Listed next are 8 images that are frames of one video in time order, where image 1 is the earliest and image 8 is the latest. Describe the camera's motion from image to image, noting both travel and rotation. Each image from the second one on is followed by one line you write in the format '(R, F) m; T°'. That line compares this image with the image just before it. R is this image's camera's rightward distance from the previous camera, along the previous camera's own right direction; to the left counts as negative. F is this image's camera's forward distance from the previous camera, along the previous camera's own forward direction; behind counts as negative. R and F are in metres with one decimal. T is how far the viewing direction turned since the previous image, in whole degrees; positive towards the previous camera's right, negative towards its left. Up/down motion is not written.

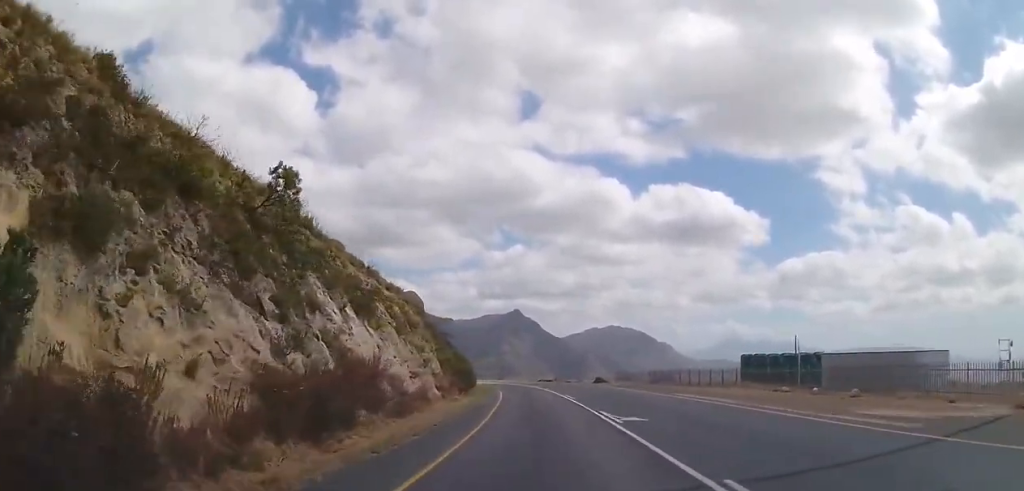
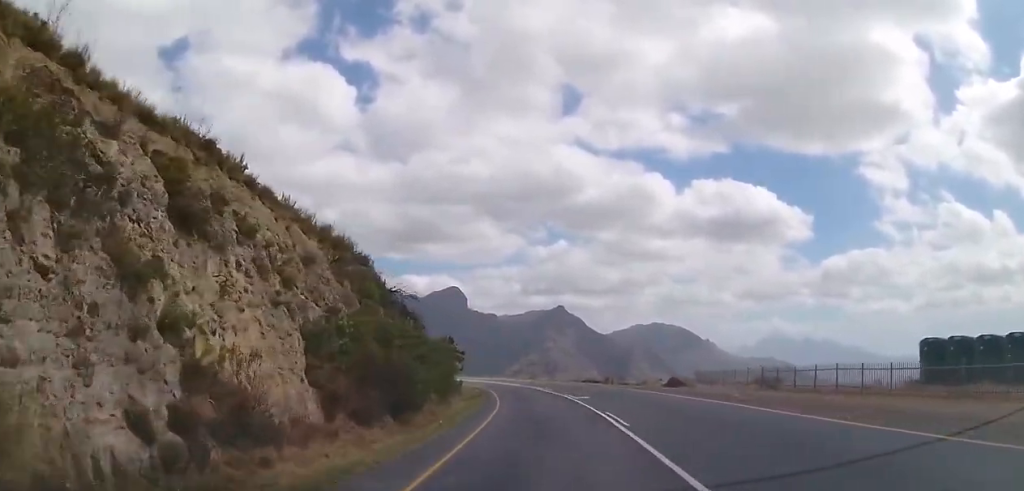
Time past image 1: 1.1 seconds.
(-1.0, +24.9) m; -5°
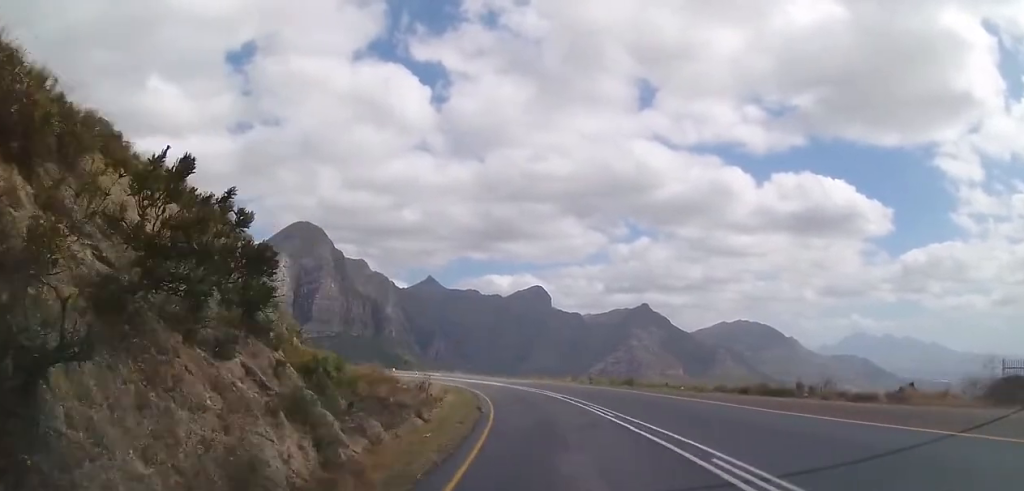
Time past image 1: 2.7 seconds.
(-2.0, +32.5) m; -8°
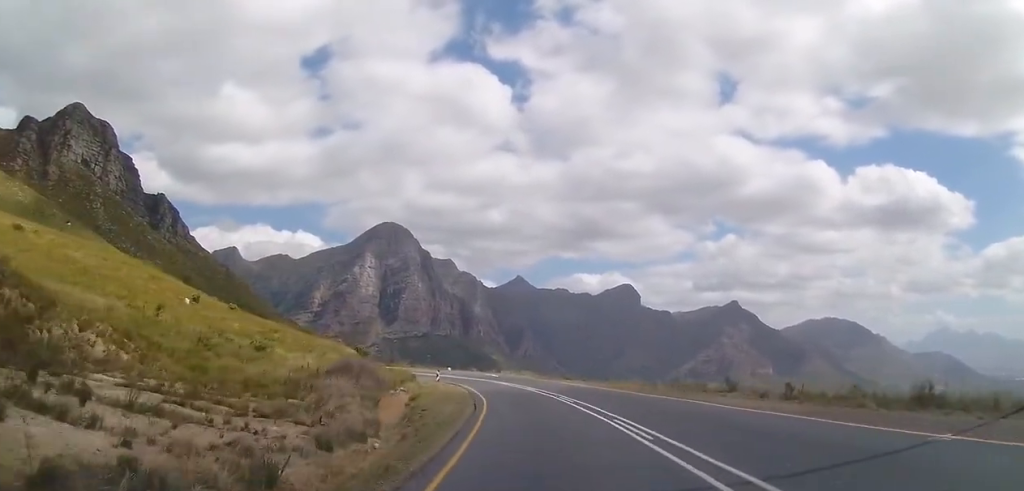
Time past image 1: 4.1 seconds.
(-1.6, +29.1) m; -6°
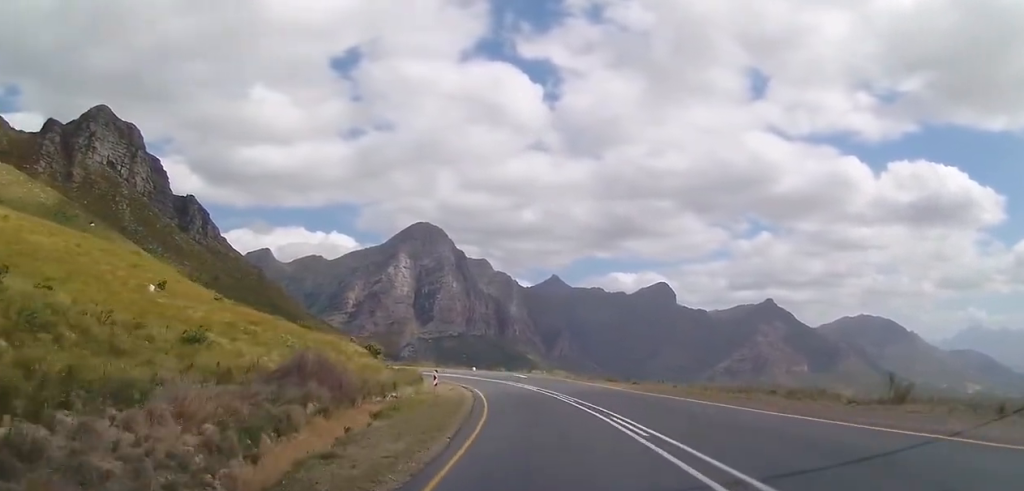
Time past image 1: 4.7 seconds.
(-0.3, +11.4) m; -5°
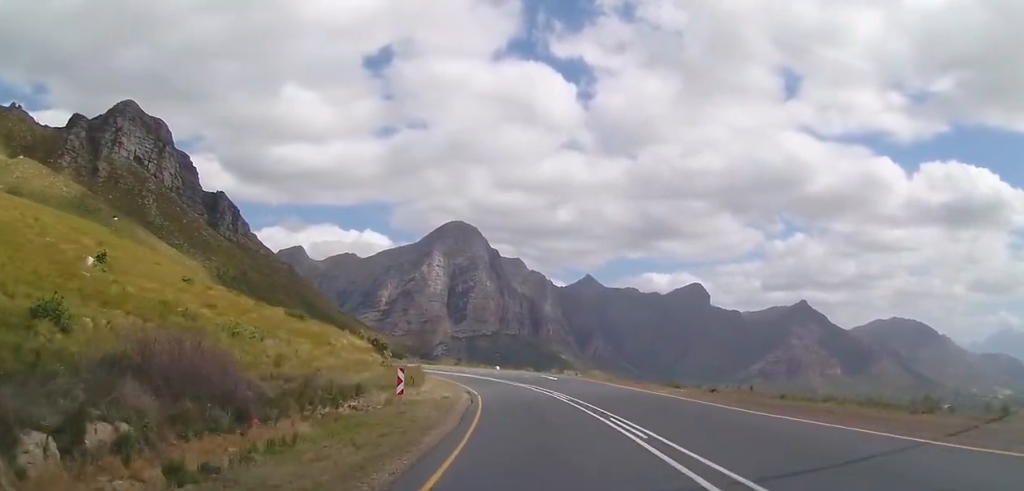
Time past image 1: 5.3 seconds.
(+0.3, +12.1) m; -6°
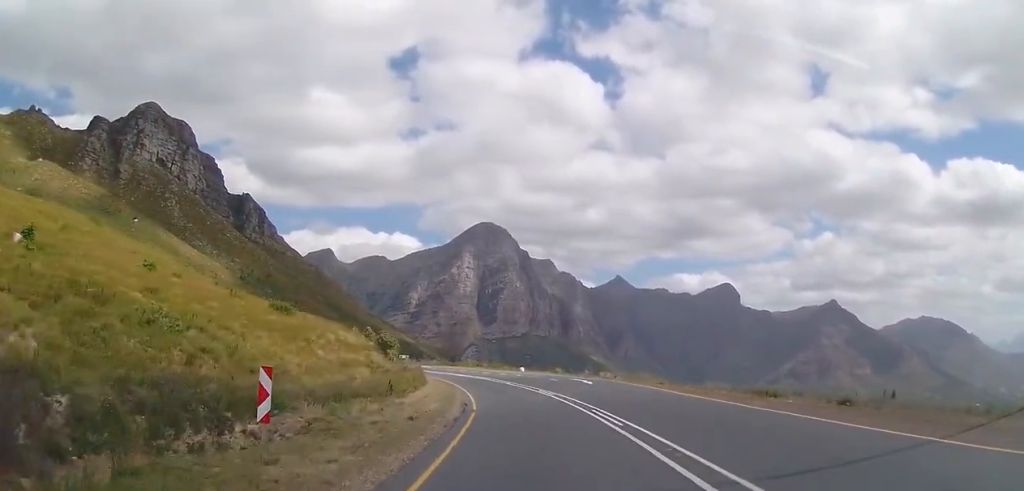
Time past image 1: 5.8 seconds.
(-1.2, +9.9) m; -4°
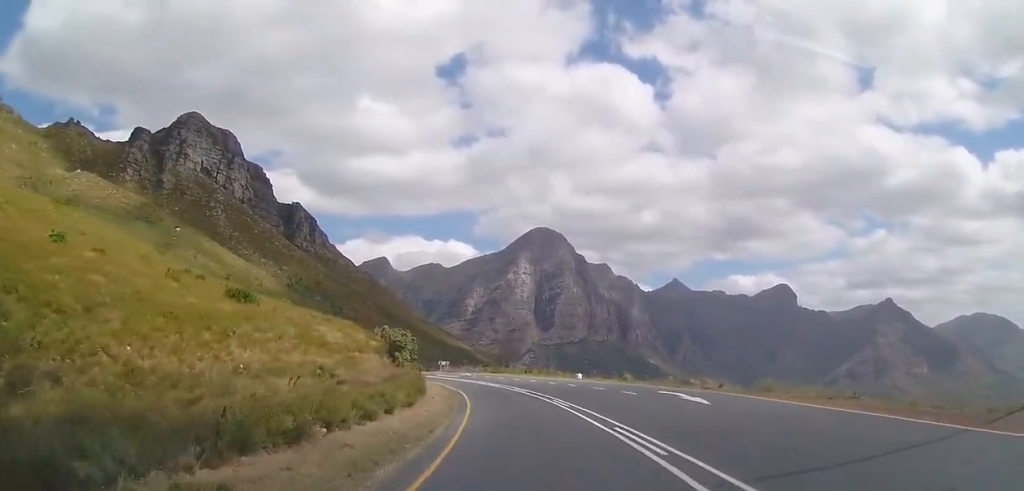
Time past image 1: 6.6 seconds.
(-1.1, +15.9) m; -5°
